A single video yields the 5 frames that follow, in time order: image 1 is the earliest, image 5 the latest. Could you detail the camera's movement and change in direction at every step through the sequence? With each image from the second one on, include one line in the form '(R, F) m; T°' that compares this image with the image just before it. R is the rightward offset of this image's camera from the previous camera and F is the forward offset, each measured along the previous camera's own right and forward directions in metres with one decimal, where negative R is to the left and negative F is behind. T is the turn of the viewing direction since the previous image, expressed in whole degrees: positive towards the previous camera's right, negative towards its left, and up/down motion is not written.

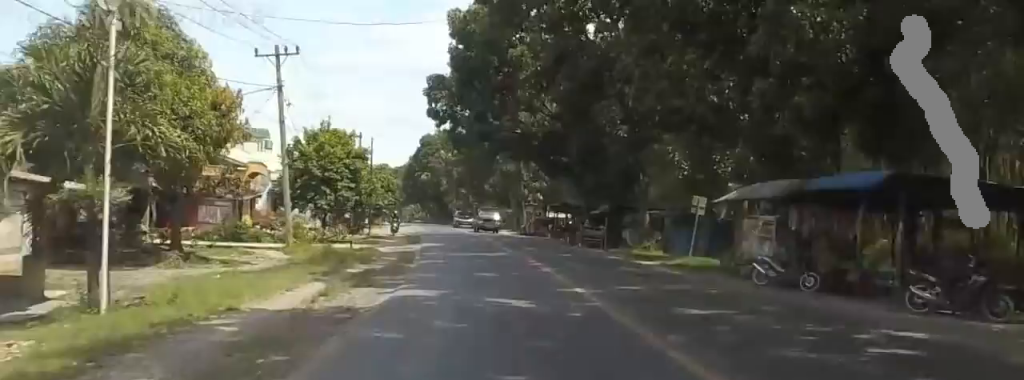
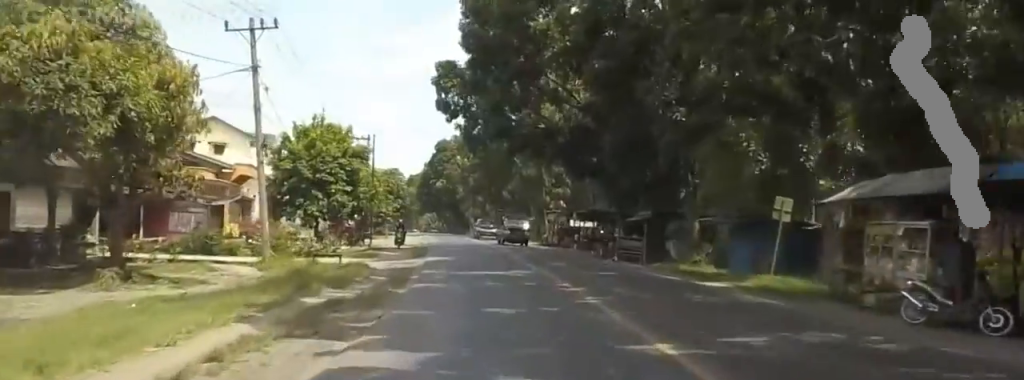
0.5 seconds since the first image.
(-0.9, +7.2) m; 0°
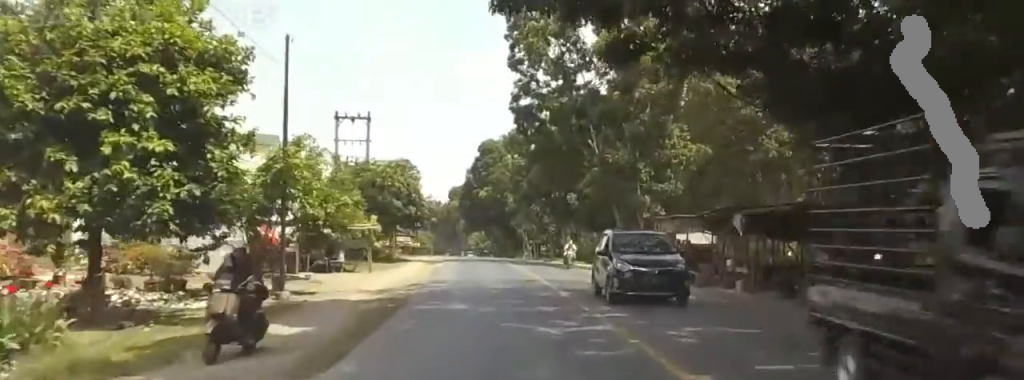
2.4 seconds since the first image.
(+1.4, +28.5) m; +5°
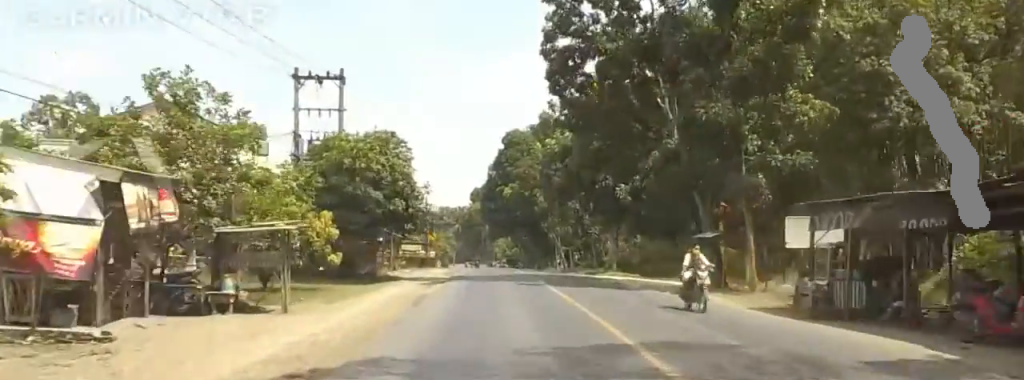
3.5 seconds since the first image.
(-0.1, +16.7) m; +1°
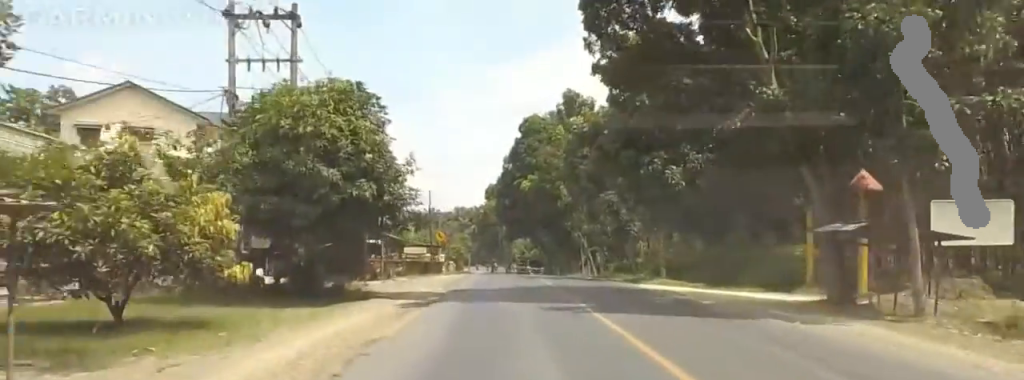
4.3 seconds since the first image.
(+0.1, +11.3) m; +1°
